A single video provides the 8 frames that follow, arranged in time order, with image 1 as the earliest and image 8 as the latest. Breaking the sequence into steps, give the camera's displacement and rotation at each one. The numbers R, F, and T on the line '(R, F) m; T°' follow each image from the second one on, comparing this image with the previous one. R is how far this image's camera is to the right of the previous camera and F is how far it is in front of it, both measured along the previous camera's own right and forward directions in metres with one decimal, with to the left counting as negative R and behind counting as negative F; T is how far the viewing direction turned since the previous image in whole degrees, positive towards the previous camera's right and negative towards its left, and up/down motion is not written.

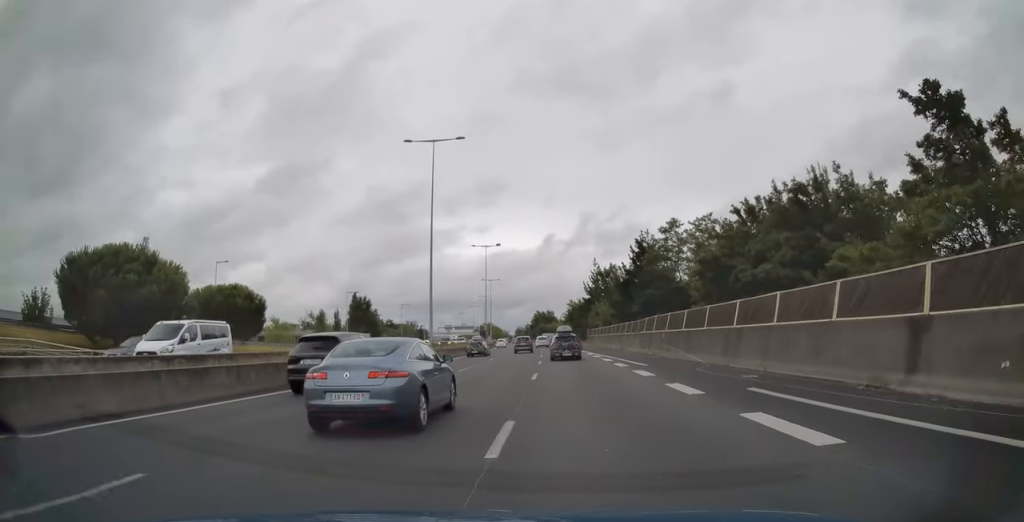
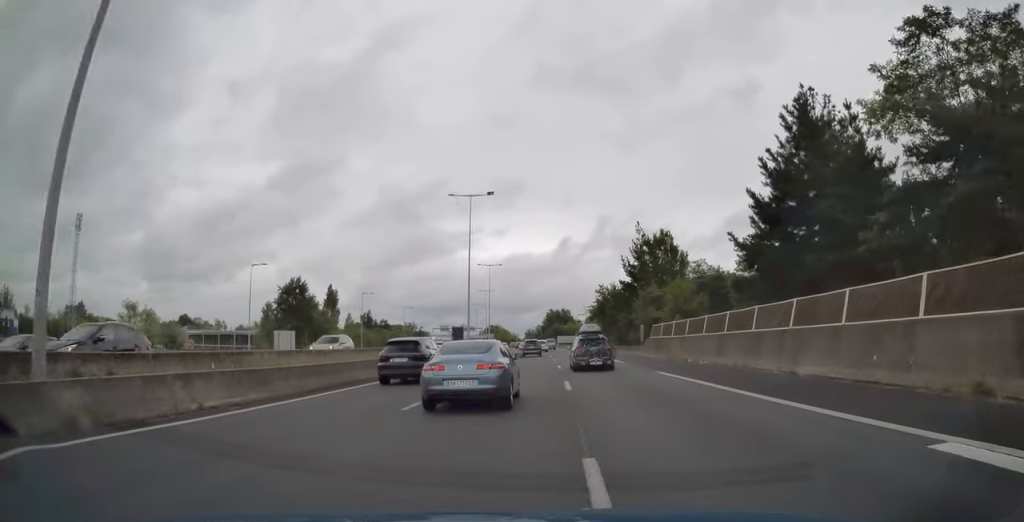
(-0.3, +43.0) m; -1°
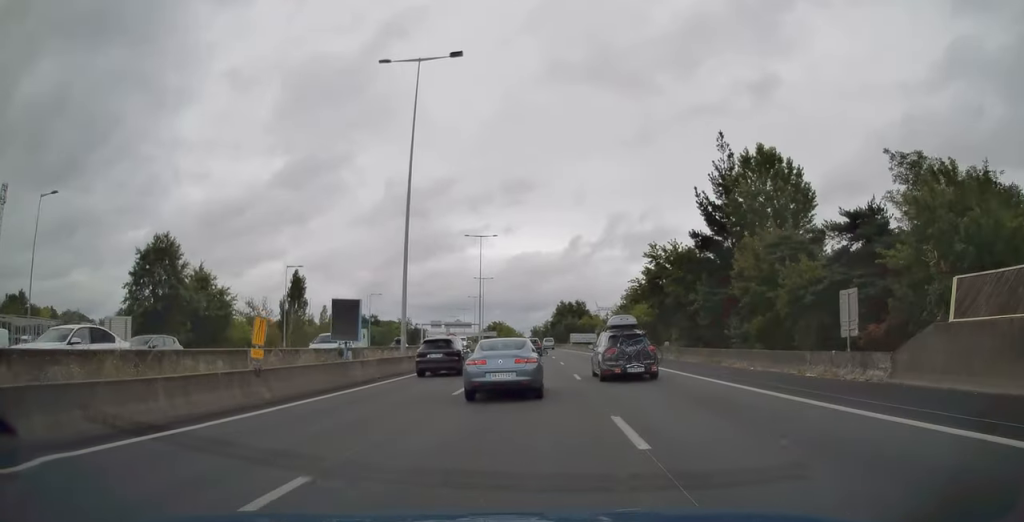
(-0.4, +35.8) m; -1°
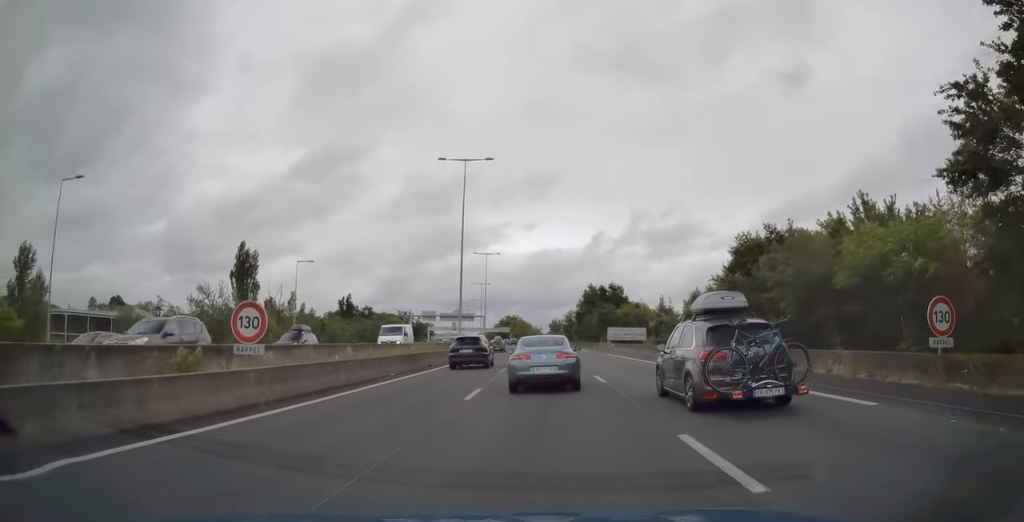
(-0.3, +41.6) m; -1°
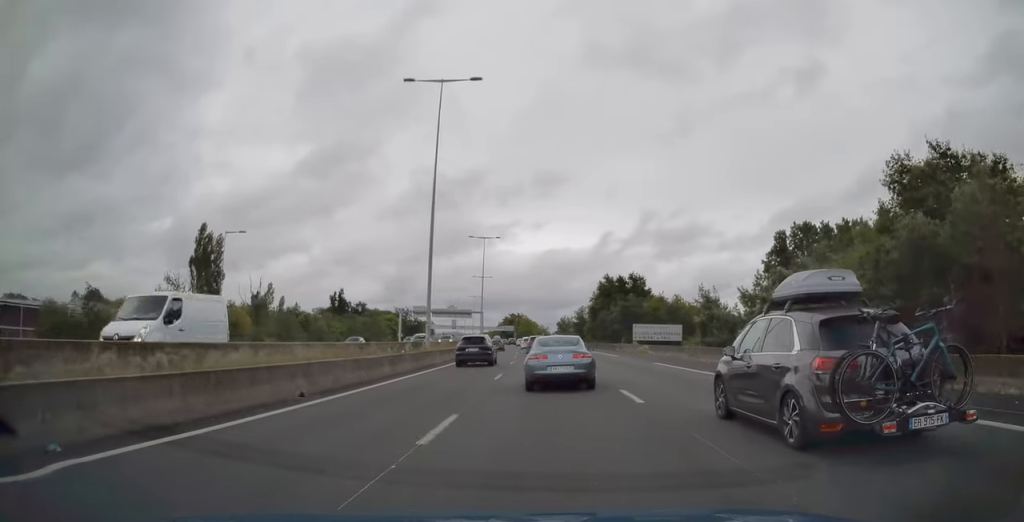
(-0.1, +19.0) m; -1°
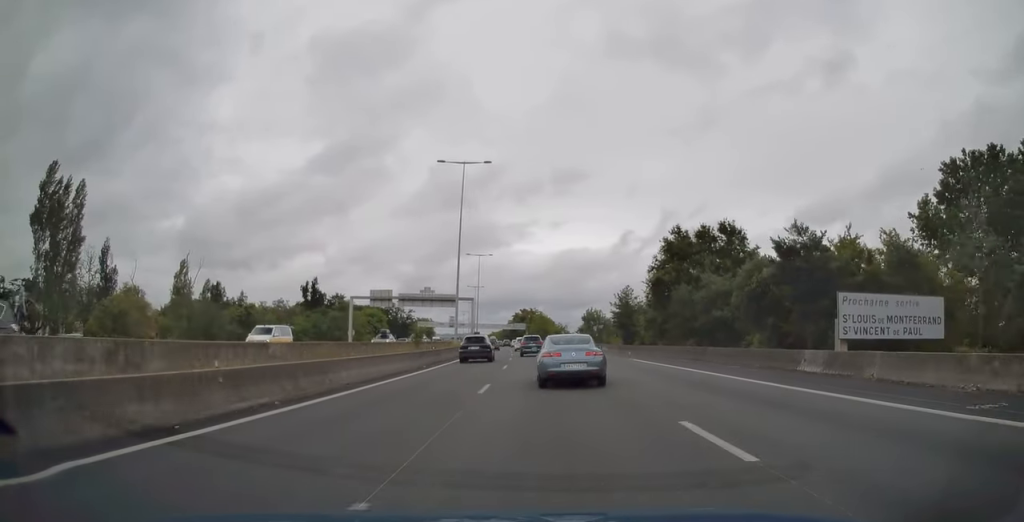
(-0.7, +45.5) m; -2°
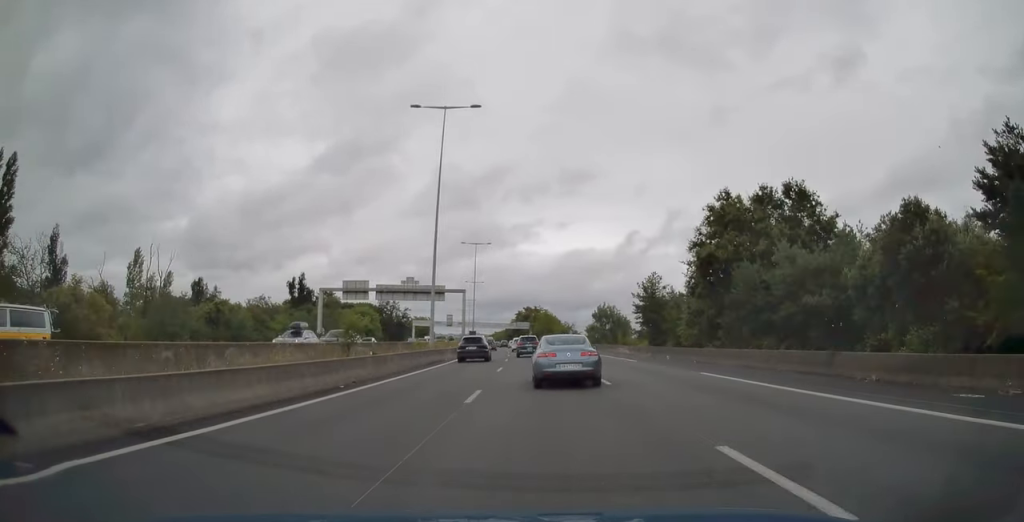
(-0.1, +15.4) m; 0°
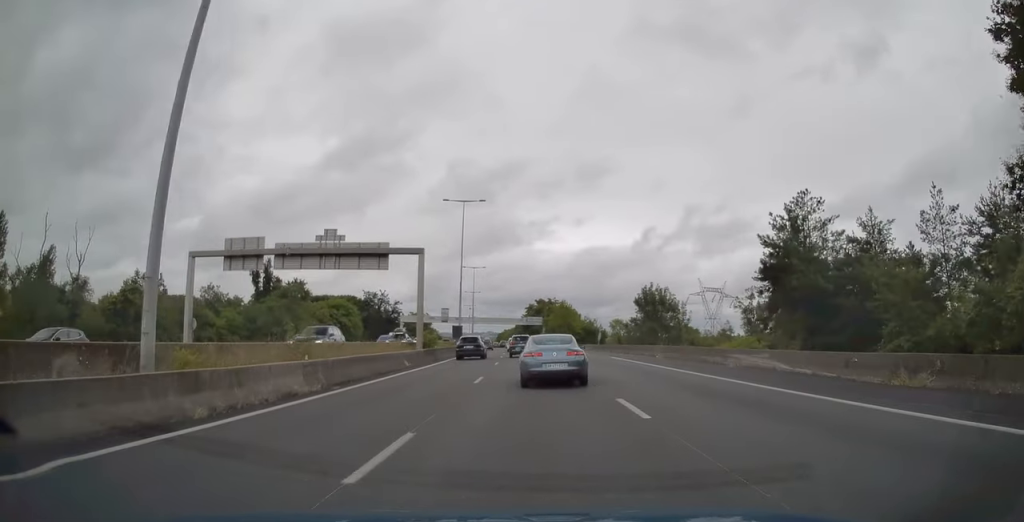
(-0.2, +34.0) m; -1°
